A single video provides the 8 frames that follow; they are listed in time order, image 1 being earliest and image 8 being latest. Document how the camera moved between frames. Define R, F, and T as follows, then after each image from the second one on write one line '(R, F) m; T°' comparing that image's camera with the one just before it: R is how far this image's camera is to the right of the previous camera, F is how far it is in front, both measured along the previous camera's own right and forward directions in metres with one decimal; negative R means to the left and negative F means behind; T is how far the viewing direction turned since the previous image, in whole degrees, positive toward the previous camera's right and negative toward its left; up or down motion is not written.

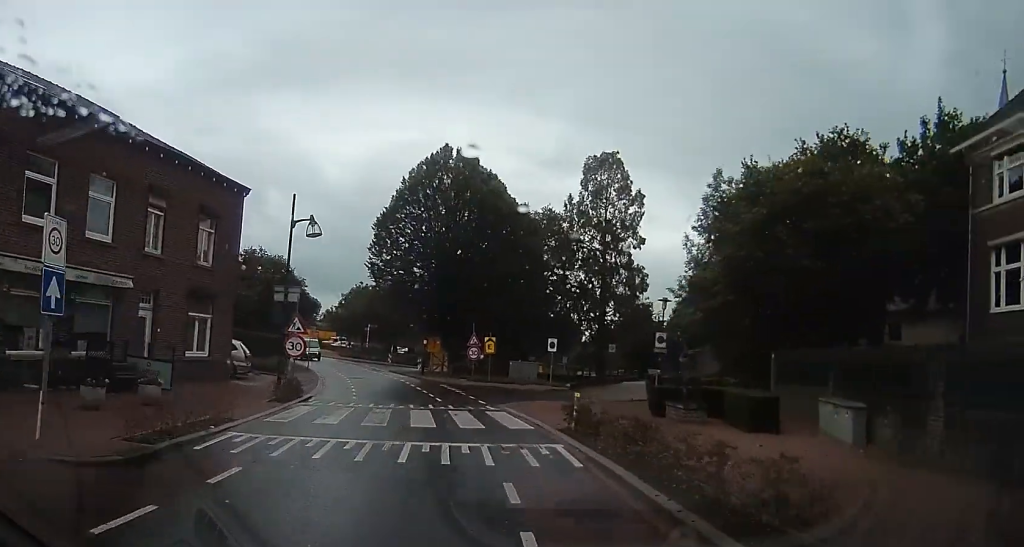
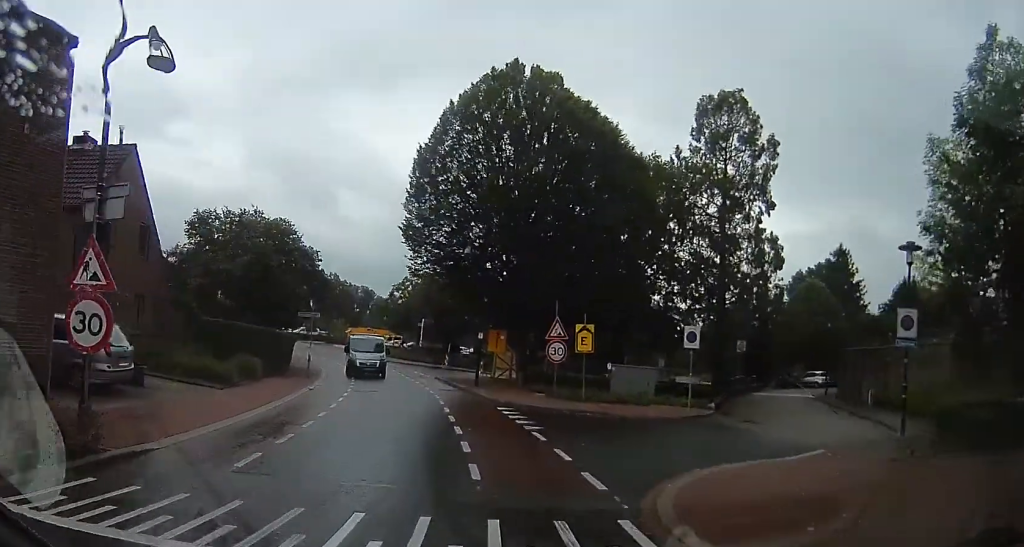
(-1.7, +13.4) m; -16°
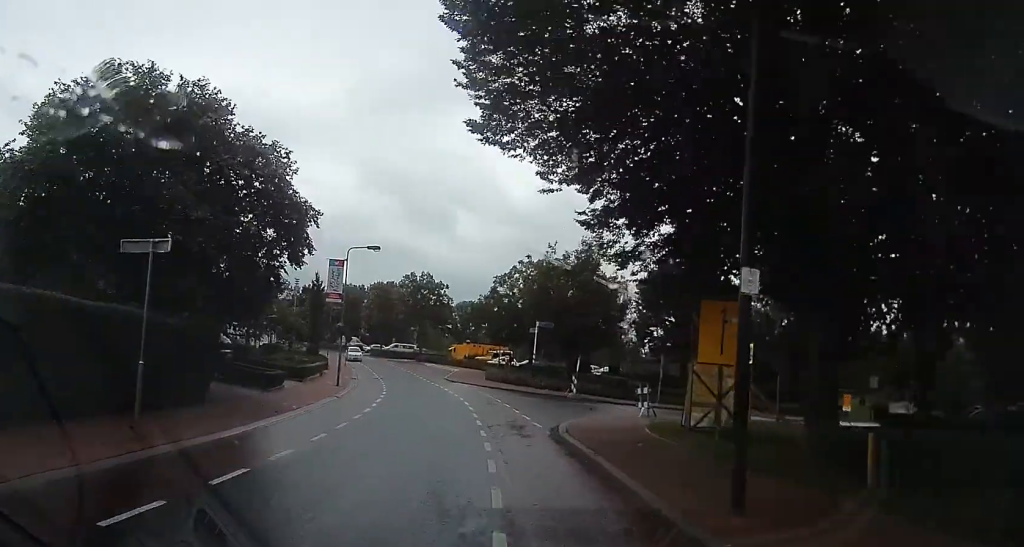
(-1.7, +19.6) m; -7°
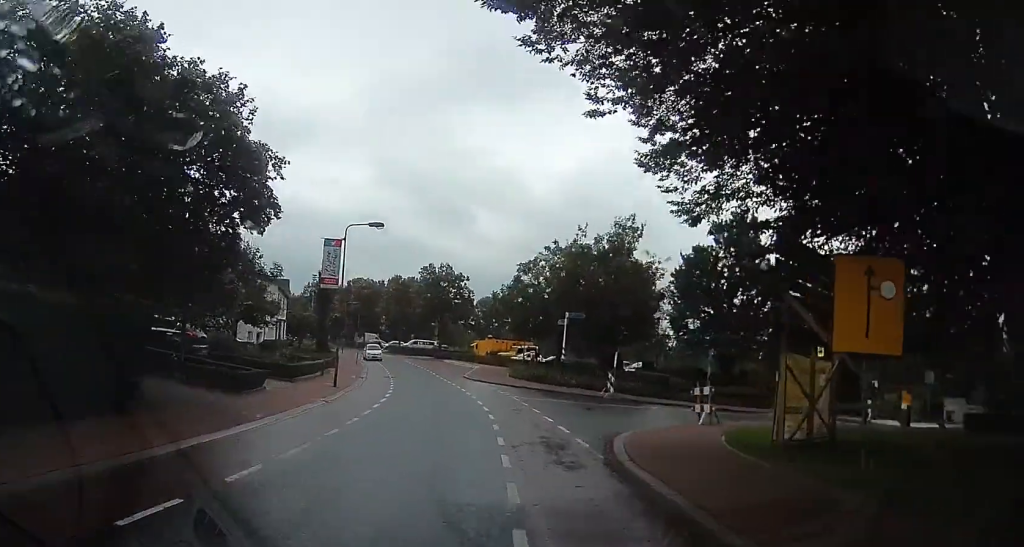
(0.0, +4.1) m; +1°
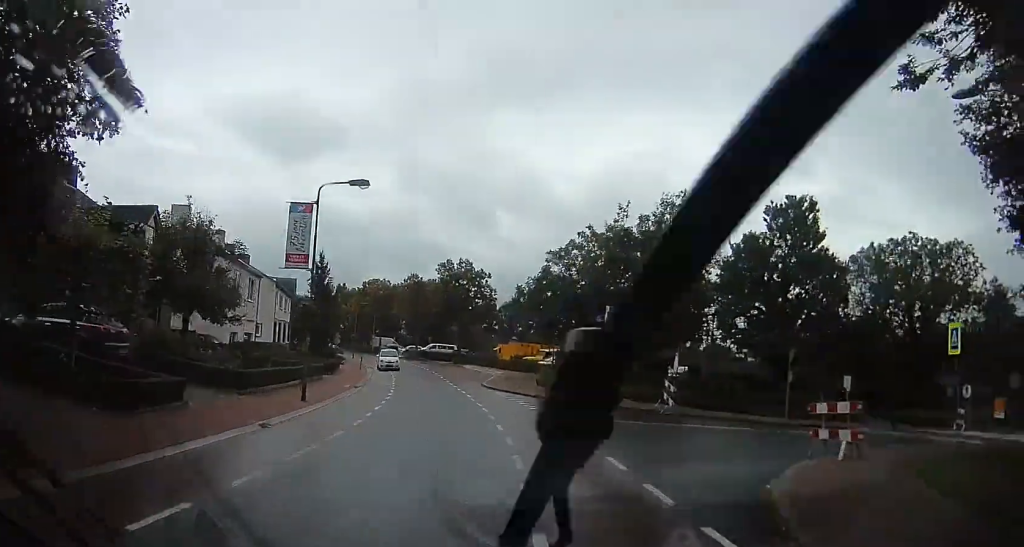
(0.0, +6.1) m; 0°
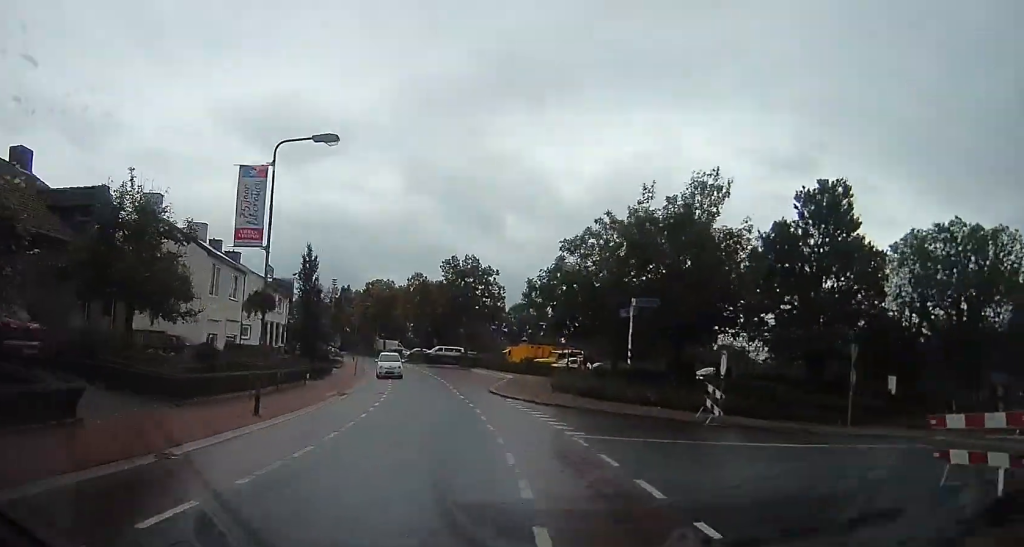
(+0.3, +3.9) m; -4°
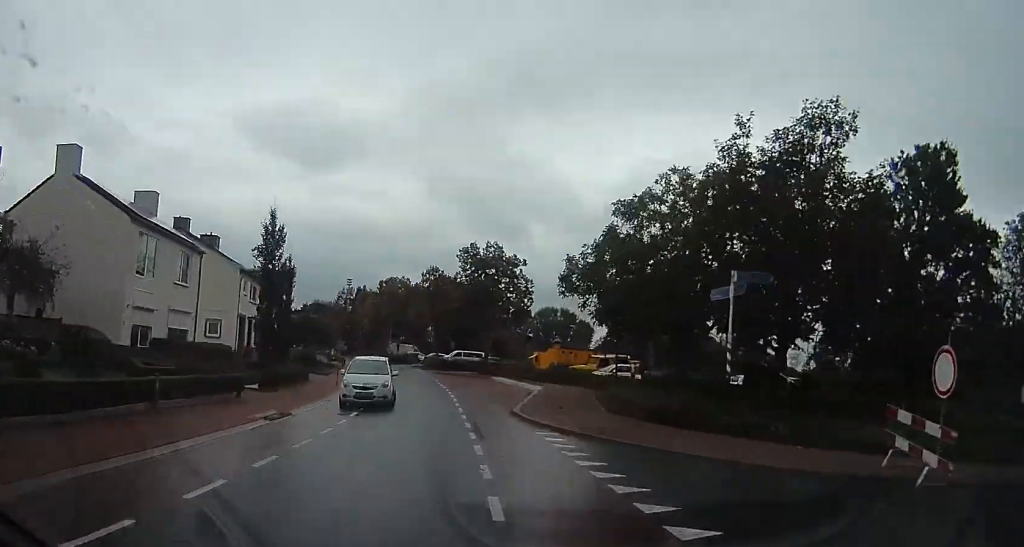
(-1.0, +8.5) m; -11°
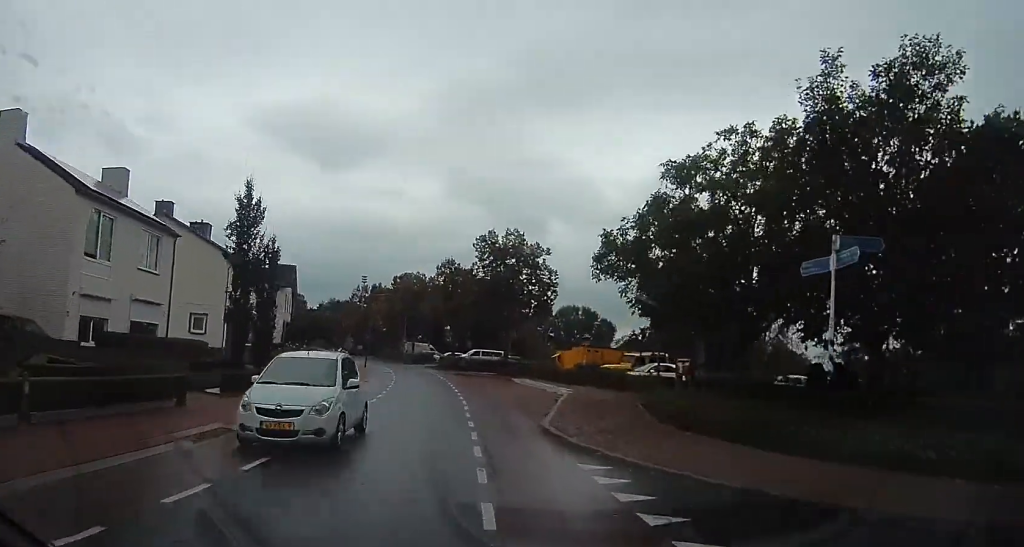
(-0.1, +4.4) m; -2°
